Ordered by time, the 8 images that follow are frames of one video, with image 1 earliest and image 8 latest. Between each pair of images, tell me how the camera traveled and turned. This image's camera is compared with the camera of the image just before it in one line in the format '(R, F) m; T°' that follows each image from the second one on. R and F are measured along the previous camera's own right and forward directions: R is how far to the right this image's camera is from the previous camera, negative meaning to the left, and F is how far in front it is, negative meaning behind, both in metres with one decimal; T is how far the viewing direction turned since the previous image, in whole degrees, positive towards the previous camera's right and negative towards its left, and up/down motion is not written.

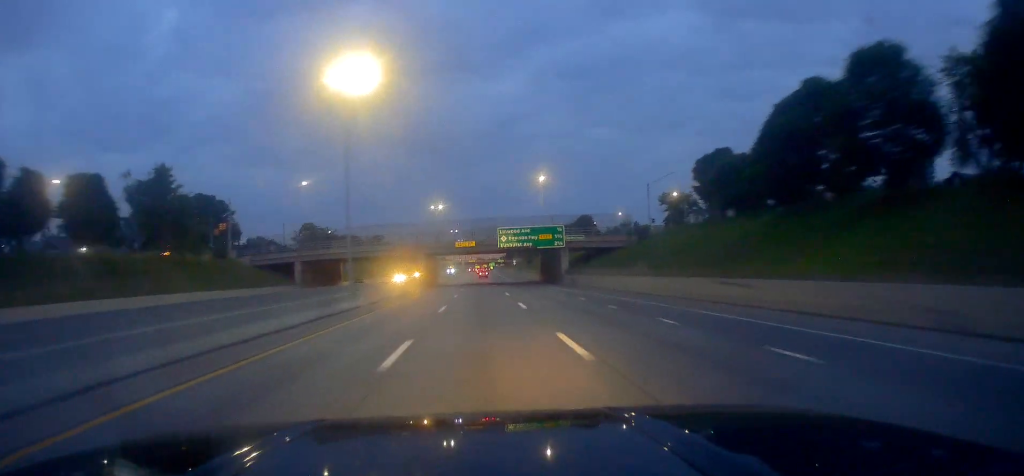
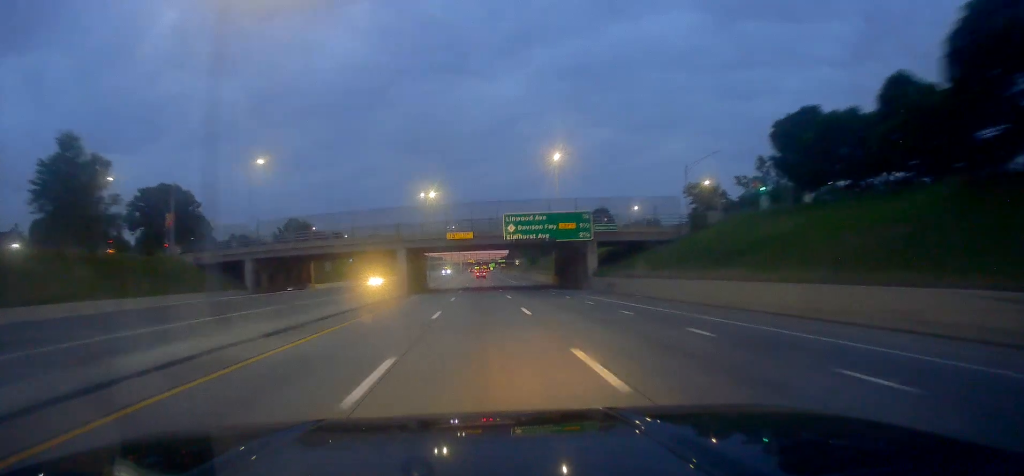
(0.0, +19.1) m; 0°
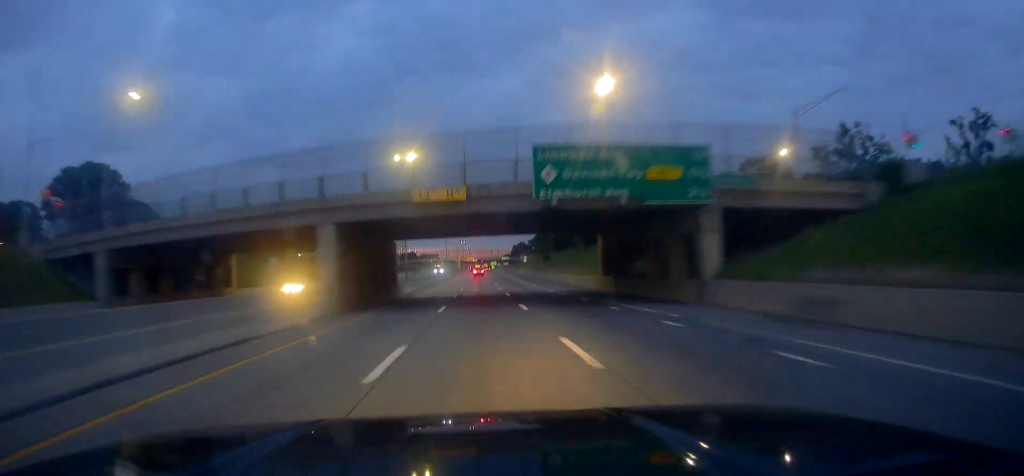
(0.0, +28.2) m; 0°
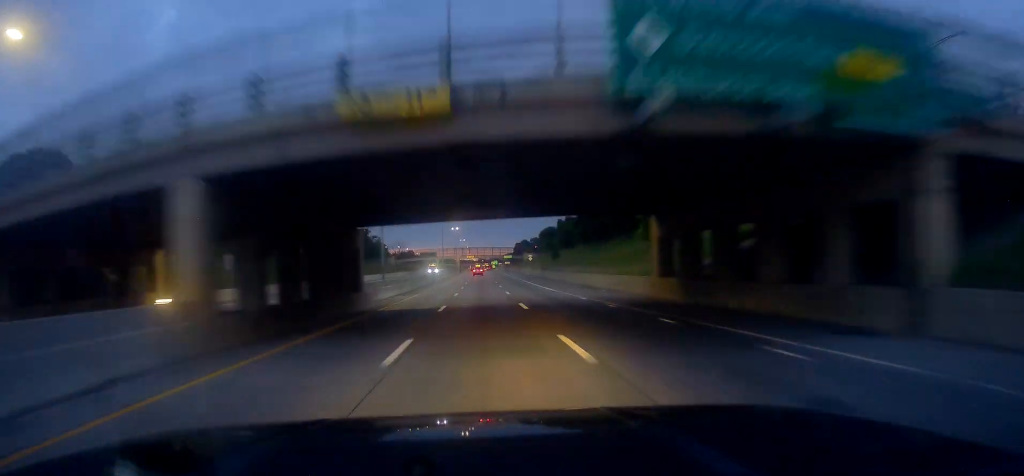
(0.0, +14.6) m; 0°
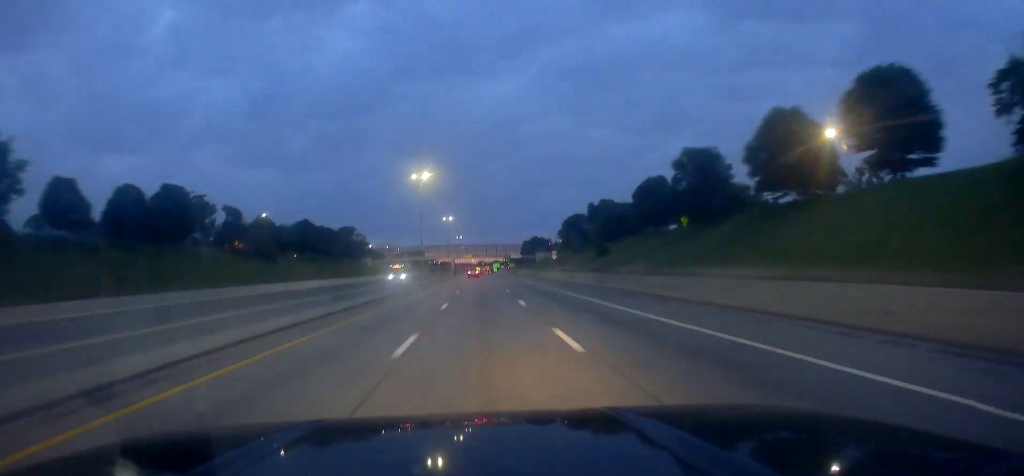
(0.0, +43.9) m; +1°
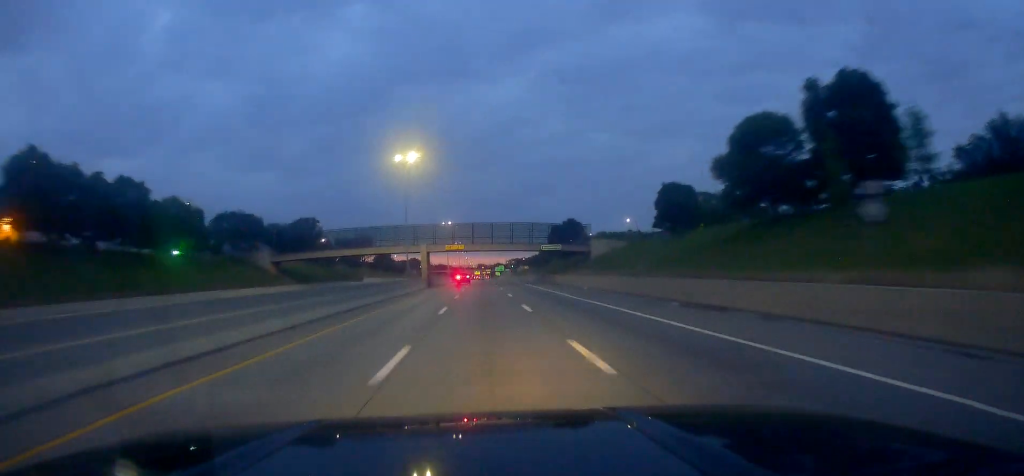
(-0.1, +78.7) m; -1°
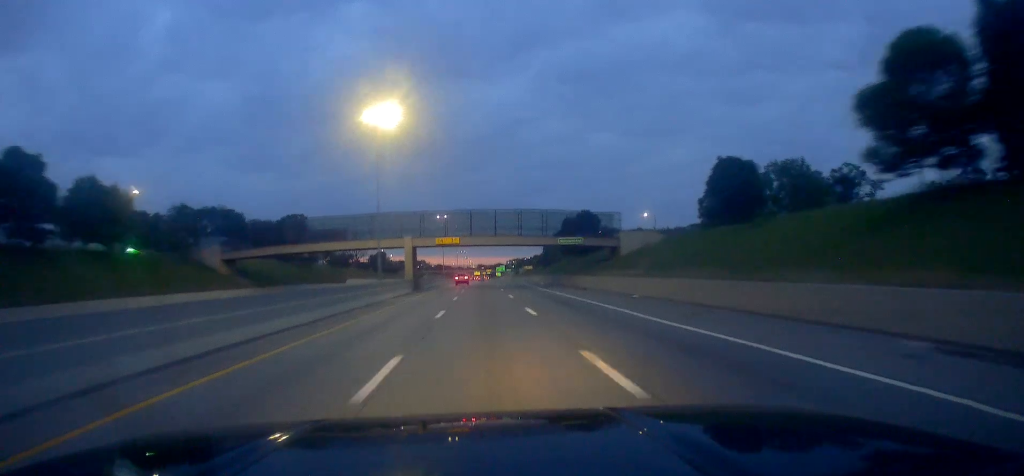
(0.0, +16.7) m; 0°
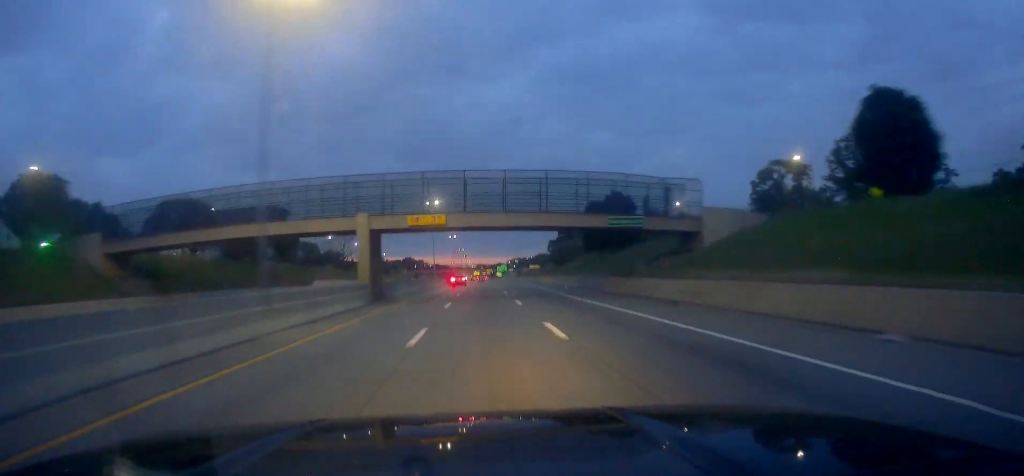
(0.0, +23.3) m; 0°
